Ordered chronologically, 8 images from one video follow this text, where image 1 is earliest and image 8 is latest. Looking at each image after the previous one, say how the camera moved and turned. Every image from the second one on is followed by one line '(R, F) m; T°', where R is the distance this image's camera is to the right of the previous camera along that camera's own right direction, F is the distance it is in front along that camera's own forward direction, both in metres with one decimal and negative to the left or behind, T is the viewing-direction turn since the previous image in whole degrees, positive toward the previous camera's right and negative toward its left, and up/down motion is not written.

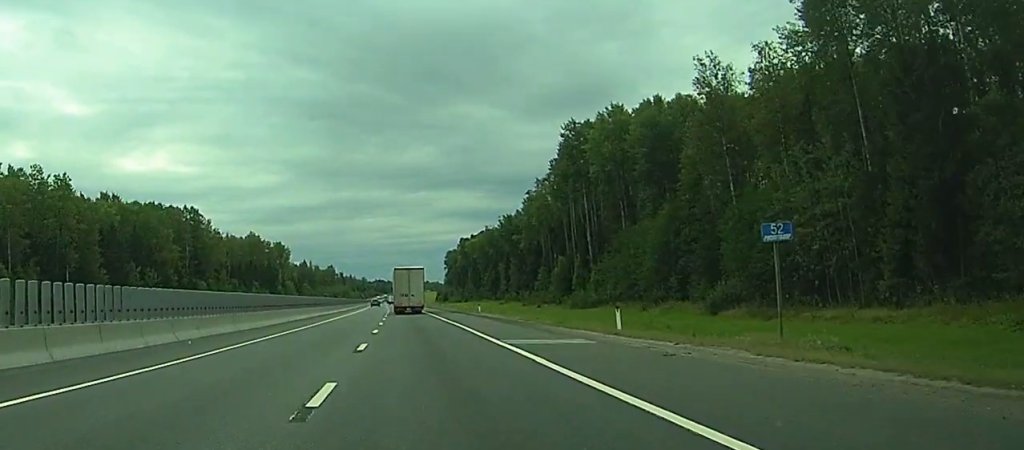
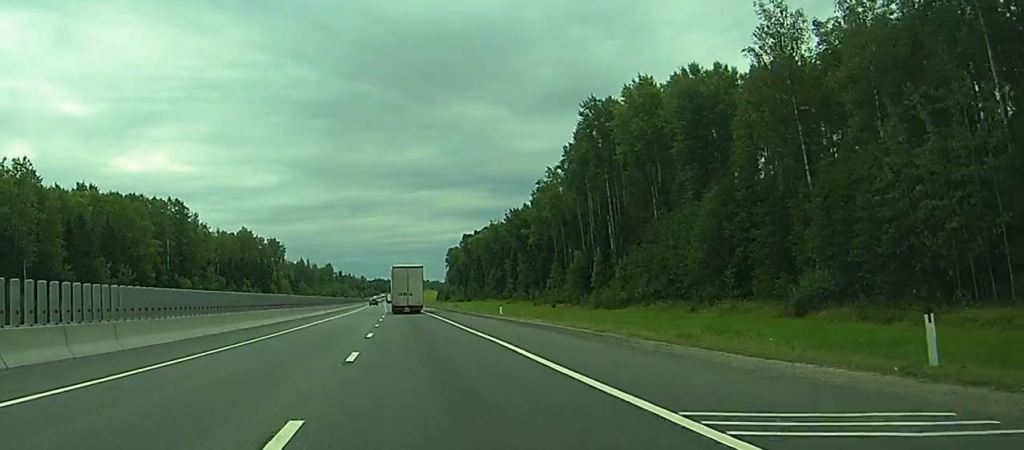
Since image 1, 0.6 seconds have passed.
(0.0, +16.3) m; 0°
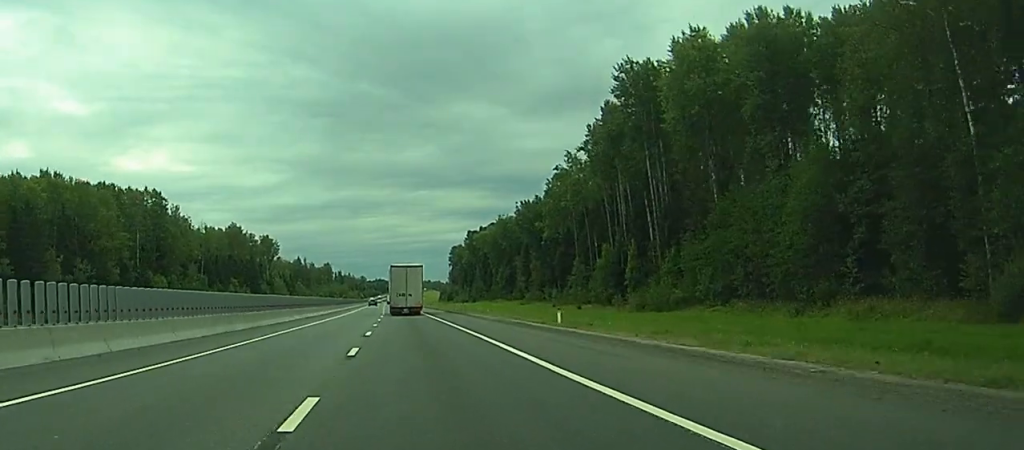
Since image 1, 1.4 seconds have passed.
(+0.1, +21.7) m; 0°
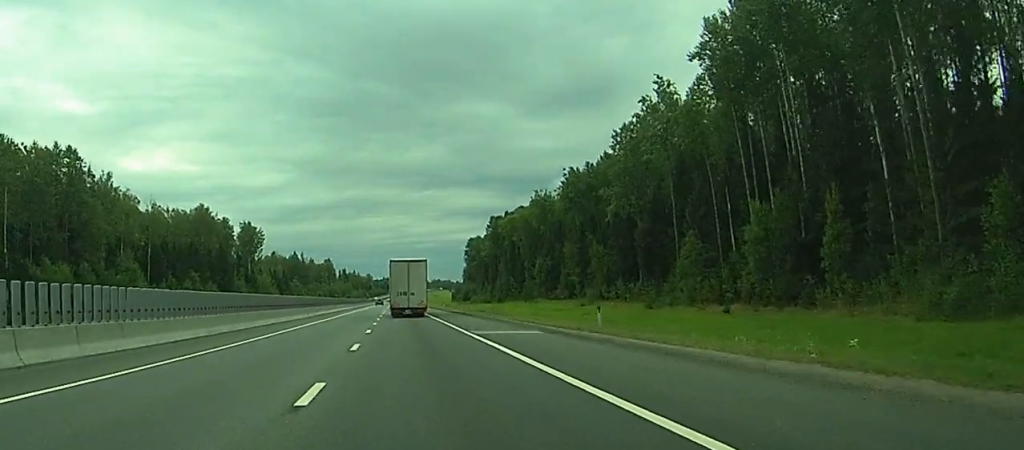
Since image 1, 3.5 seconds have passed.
(-0.2, +57.6) m; 0°
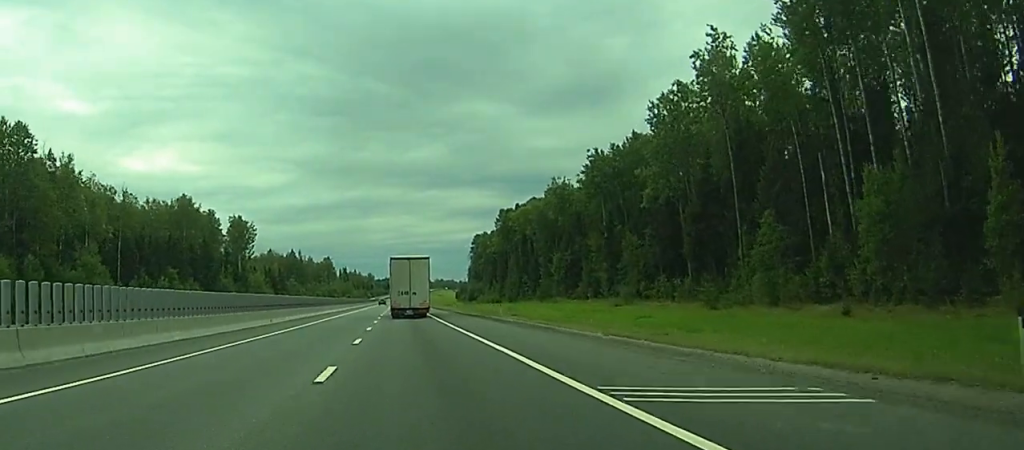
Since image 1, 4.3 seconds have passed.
(0.0, +20.6) m; 0°
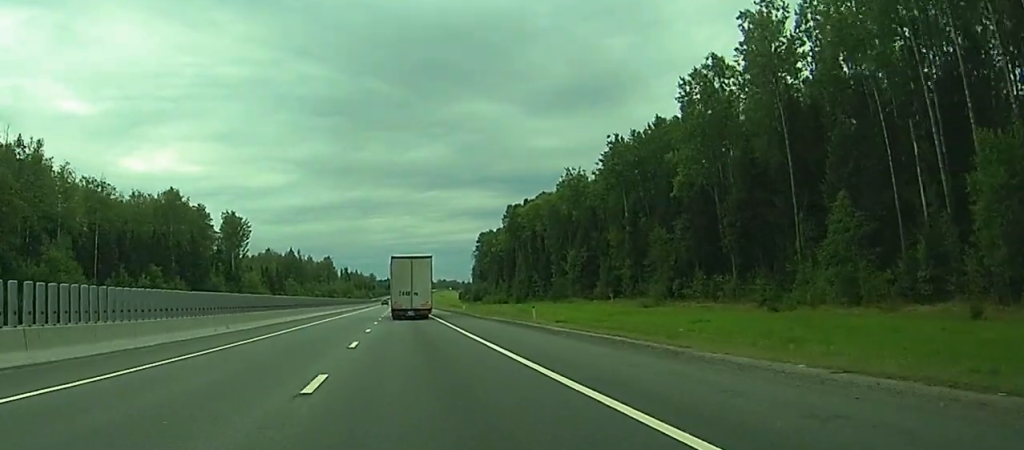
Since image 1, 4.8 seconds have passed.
(0.0, +13.4) m; 0°
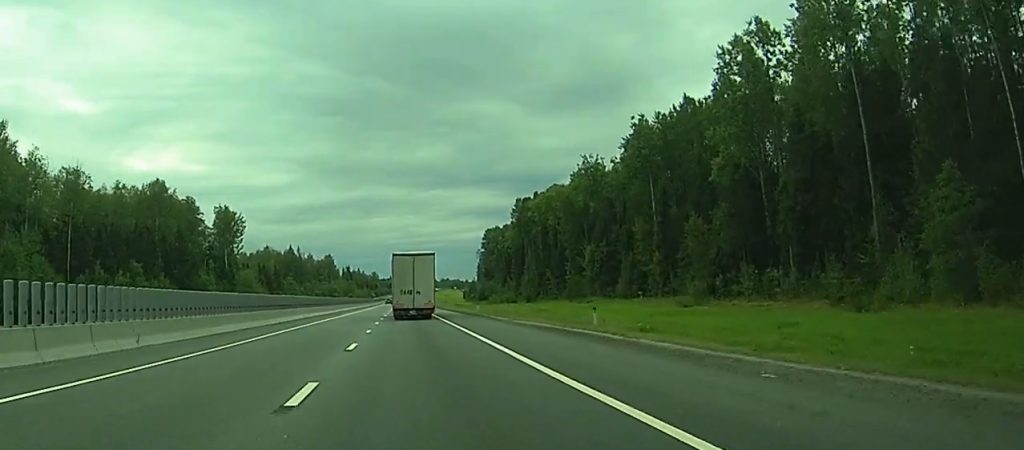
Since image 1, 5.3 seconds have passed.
(+0.1, +13.4) m; 0°
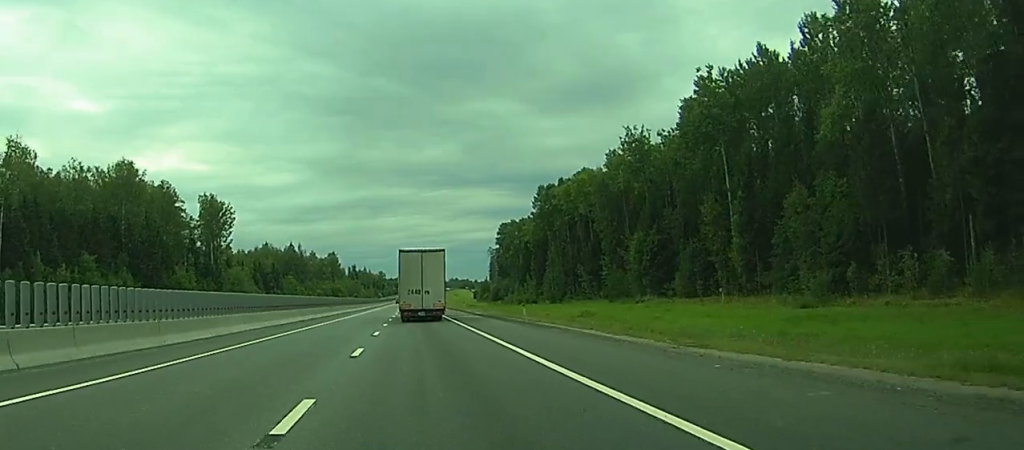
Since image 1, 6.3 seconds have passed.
(-0.2, +26.0) m; 0°
